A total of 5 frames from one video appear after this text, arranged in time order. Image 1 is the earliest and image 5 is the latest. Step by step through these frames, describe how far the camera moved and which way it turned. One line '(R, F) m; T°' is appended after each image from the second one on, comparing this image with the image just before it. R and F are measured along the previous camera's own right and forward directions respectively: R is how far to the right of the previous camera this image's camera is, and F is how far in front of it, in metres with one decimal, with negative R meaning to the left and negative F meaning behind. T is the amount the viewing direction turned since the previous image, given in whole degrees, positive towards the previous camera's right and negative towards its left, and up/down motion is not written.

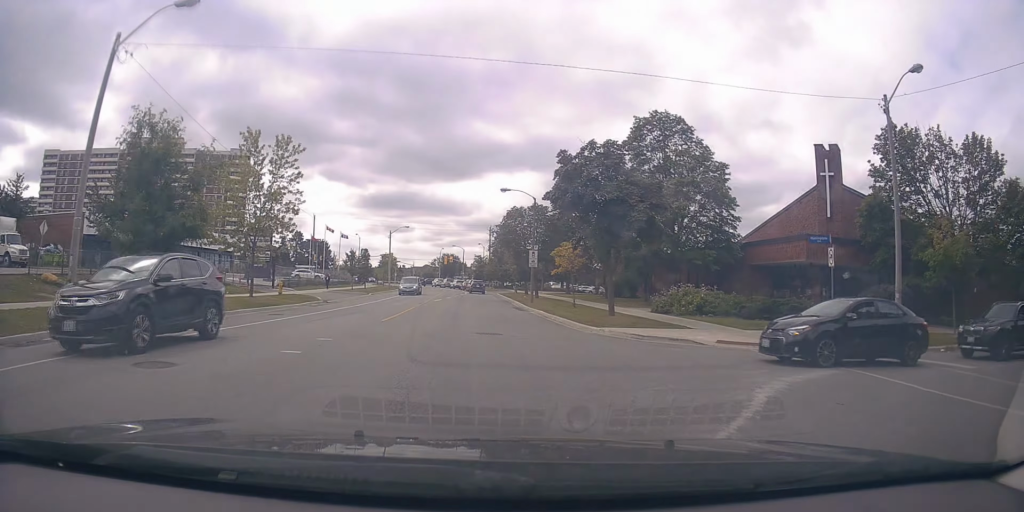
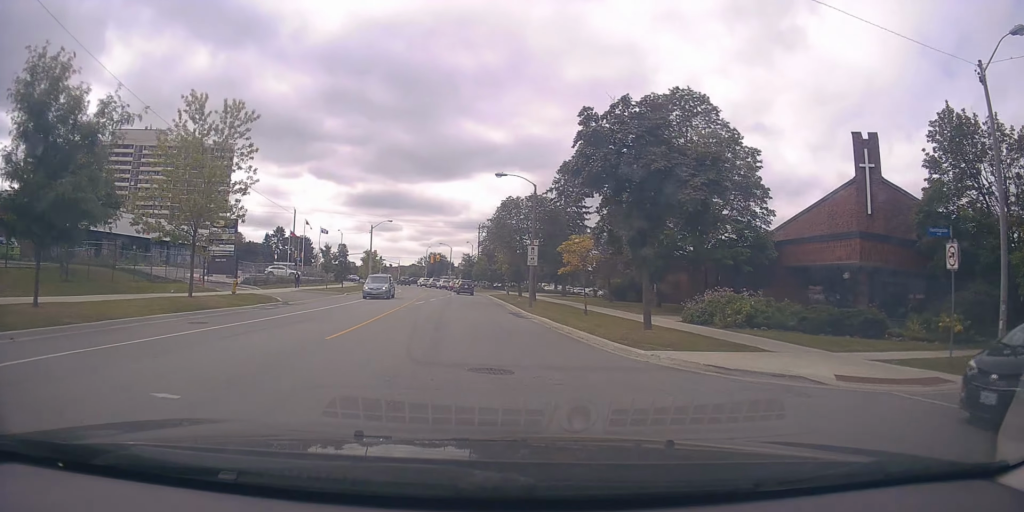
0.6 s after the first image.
(-0.1, +6.1) m; +2°
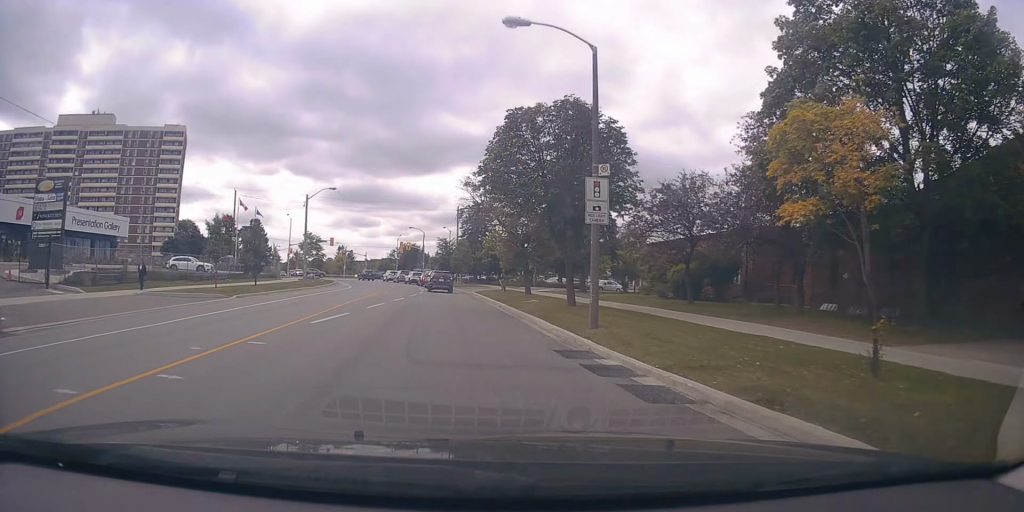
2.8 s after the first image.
(+1.5, +20.8) m; +2°
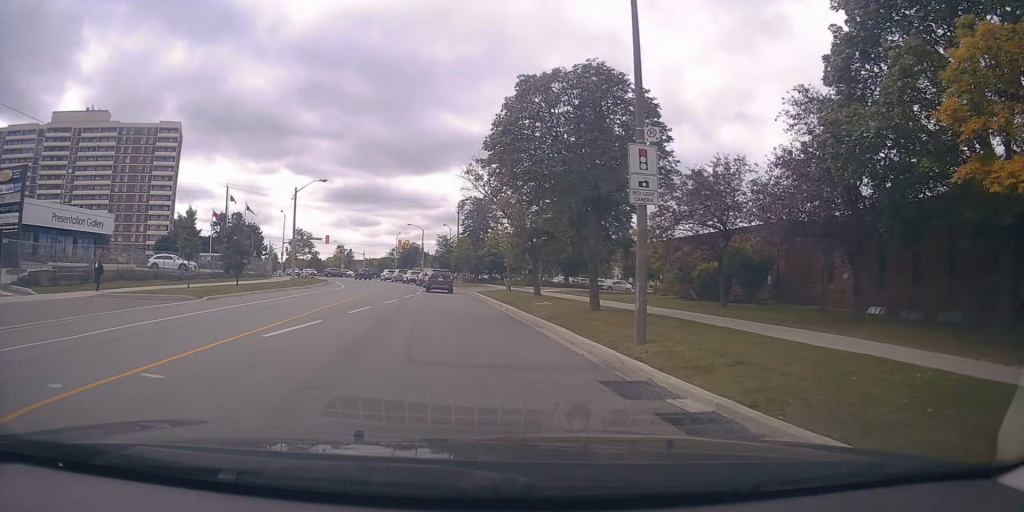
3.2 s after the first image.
(-0.3, +3.6) m; -1°
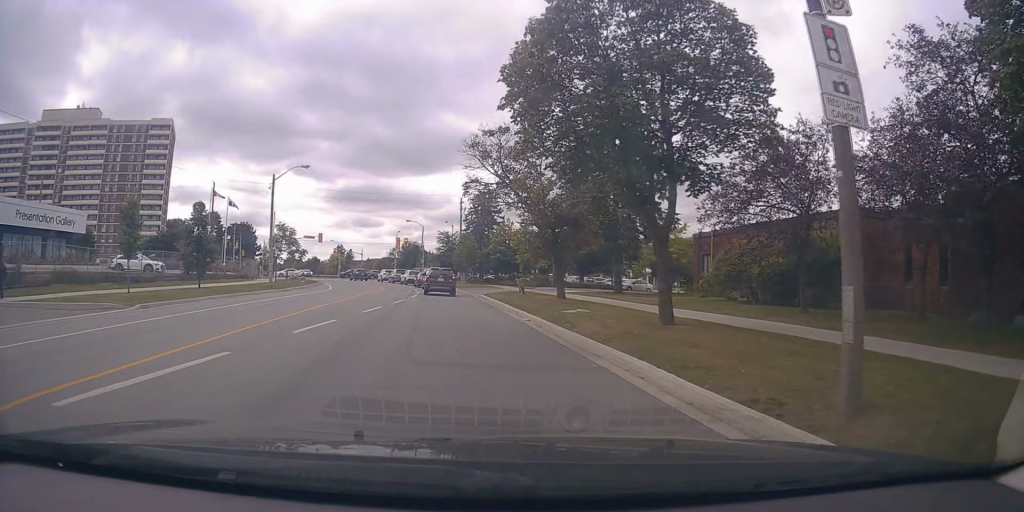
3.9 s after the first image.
(-0.2, +6.2) m; -1°
